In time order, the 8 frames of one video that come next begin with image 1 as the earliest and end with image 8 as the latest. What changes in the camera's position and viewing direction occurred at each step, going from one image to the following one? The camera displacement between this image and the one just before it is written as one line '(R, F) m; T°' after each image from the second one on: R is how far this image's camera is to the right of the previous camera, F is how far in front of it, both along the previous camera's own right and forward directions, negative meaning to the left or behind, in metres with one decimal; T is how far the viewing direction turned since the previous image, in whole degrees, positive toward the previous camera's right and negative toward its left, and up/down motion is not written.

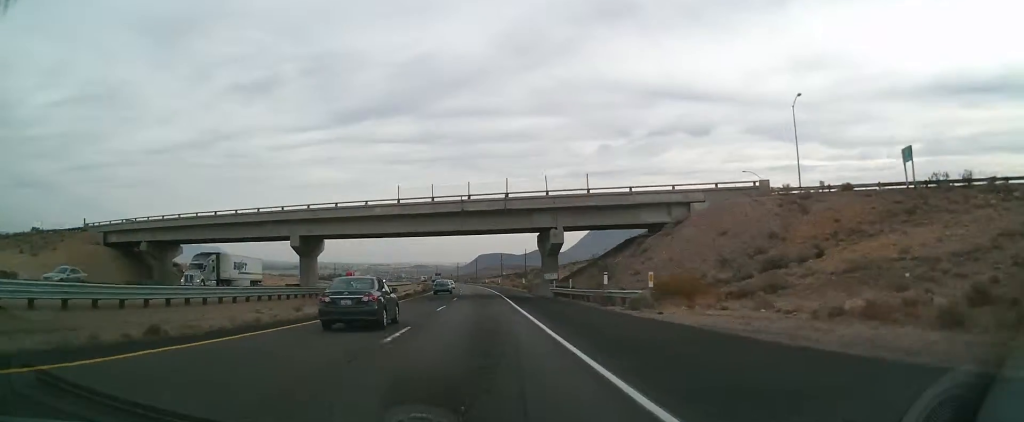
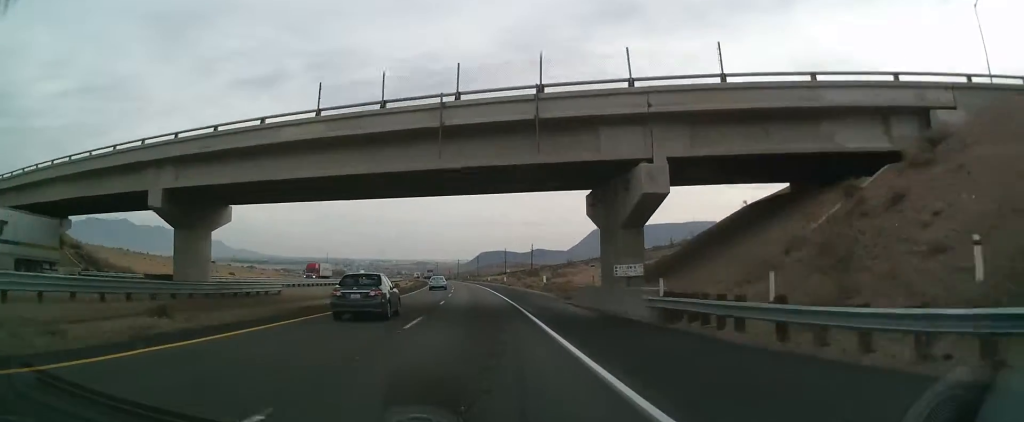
(+0.5, +26.5) m; 0°
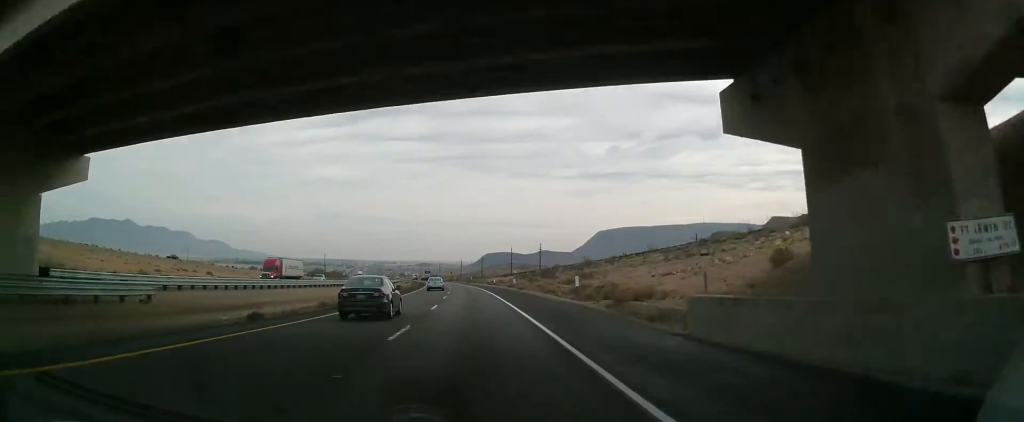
(0.0, +17.7) m; 0°
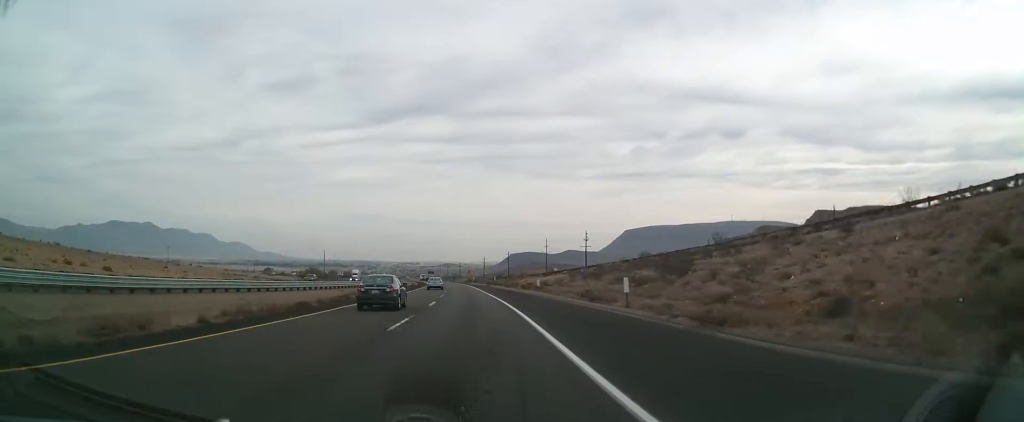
(-0.6, +56.3) m; -1°
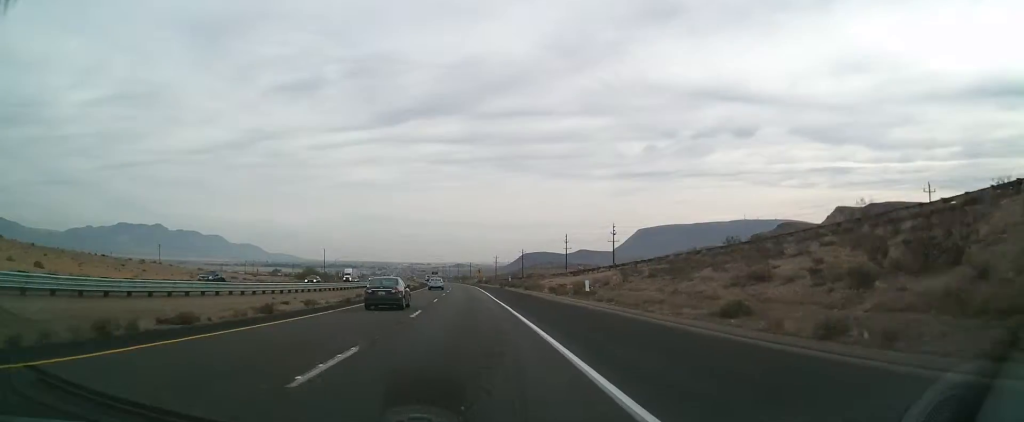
(0.0, +23.1) m; -1°
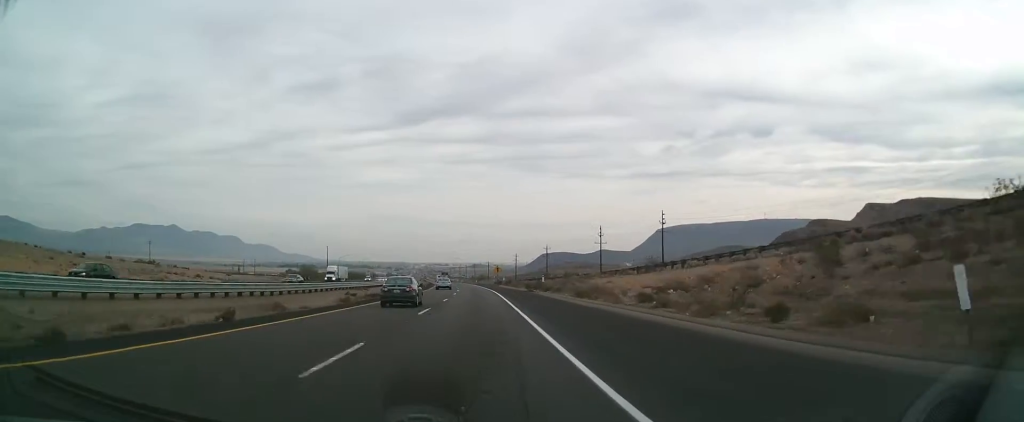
(-0.6, +28.6) m; -2°
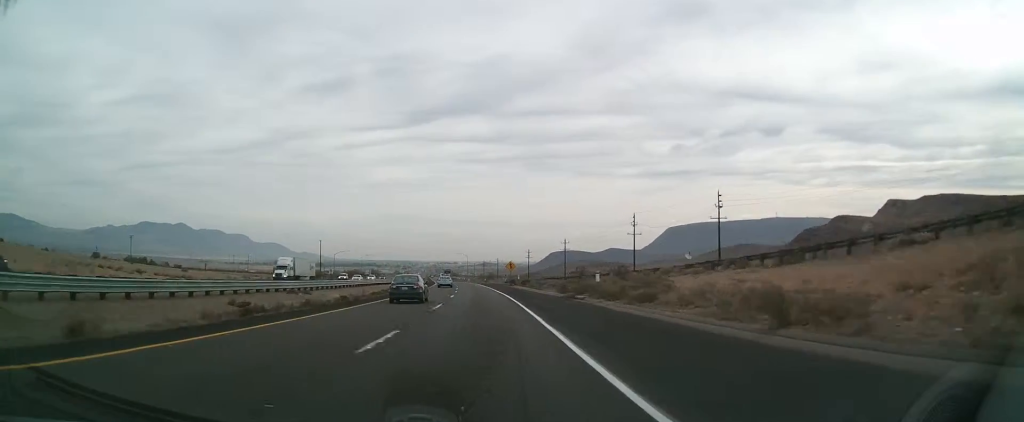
(-0.4, +26.4) m; -1°
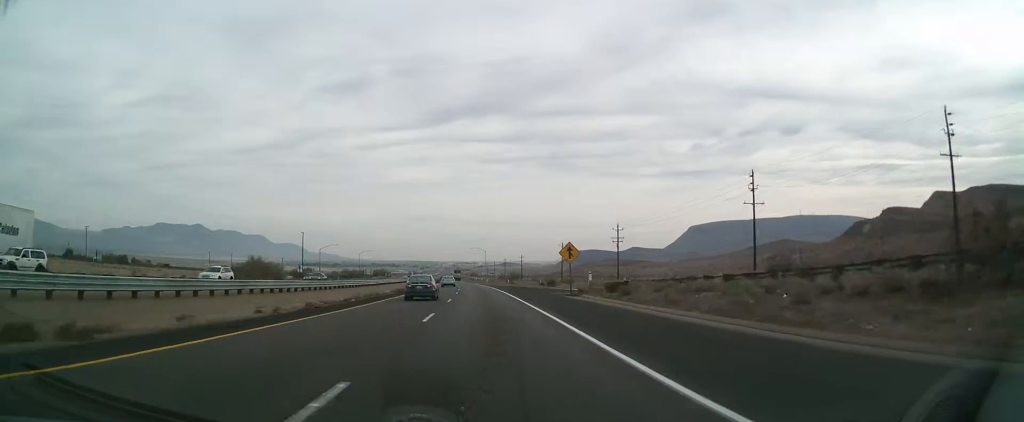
(-0.7, +51.8) m; -2°
